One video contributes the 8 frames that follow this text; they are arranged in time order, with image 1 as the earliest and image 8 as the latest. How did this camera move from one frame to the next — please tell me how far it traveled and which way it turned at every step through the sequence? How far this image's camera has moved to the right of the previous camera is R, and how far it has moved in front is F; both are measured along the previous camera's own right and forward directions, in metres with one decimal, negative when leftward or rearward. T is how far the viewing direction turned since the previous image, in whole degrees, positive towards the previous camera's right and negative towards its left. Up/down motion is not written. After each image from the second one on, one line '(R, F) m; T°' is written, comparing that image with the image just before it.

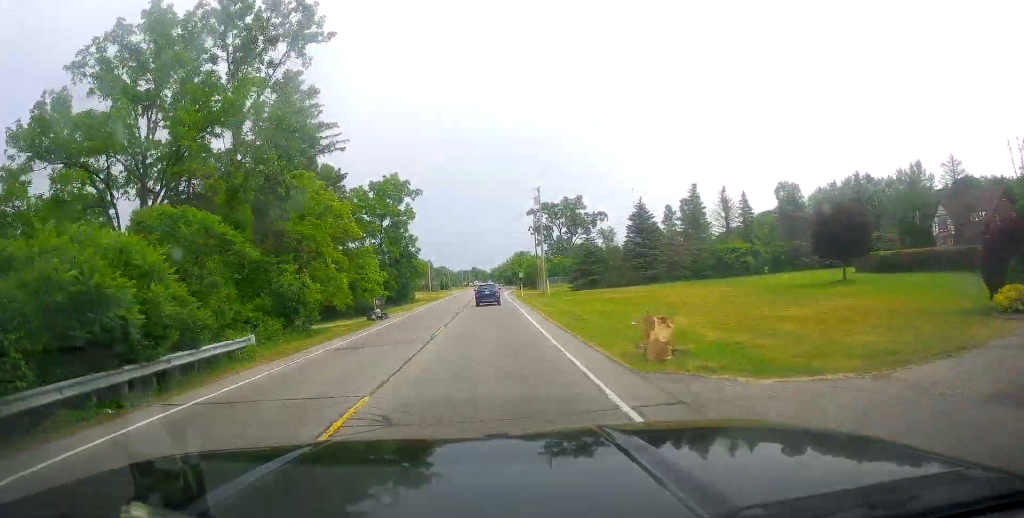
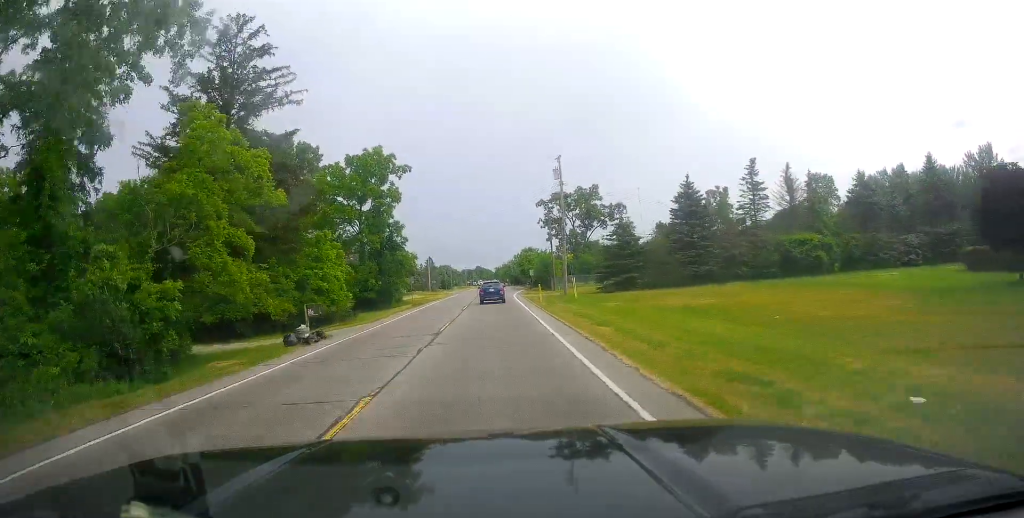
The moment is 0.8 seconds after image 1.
(-0.6, +15.6) m; 0°
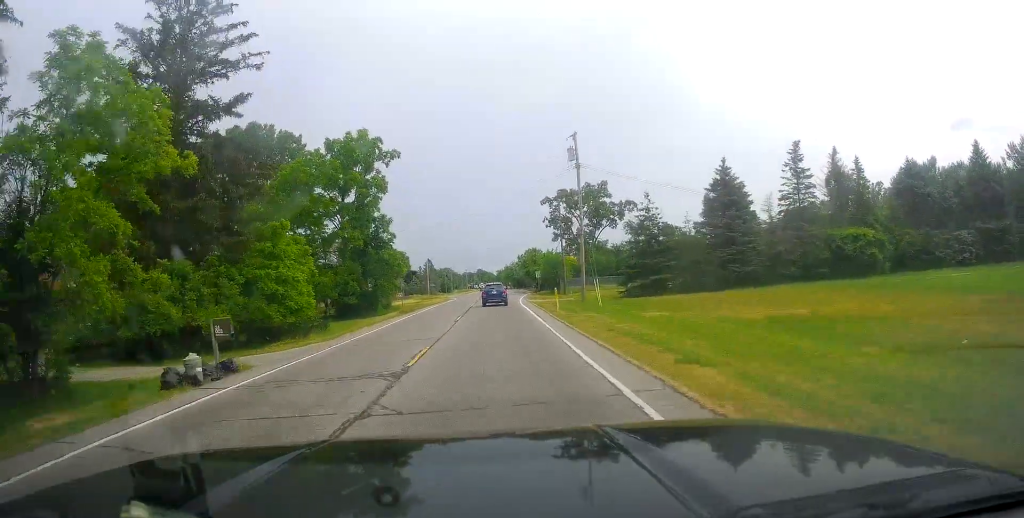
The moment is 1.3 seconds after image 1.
(+0.2, +8.6) m; +1°
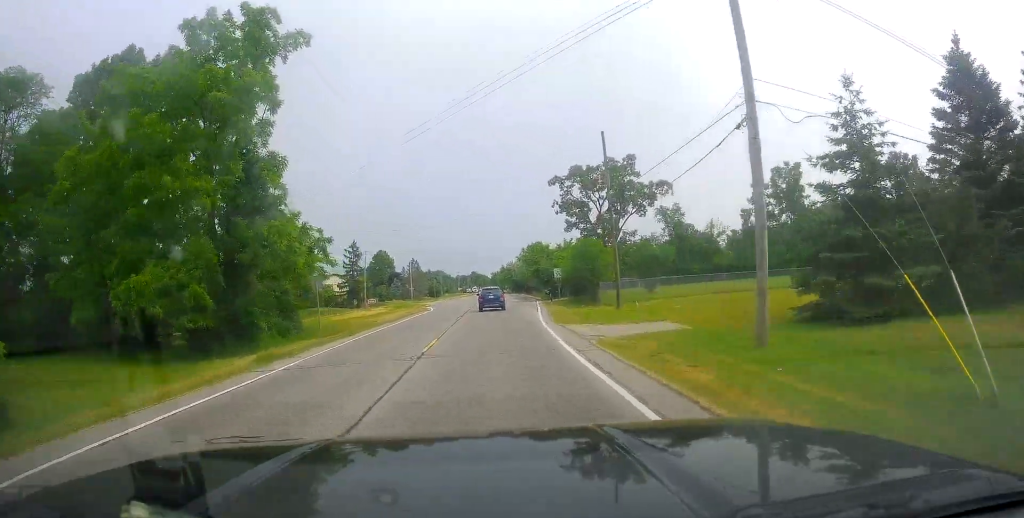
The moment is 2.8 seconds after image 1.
(+0.8, +27.3) m; +1°
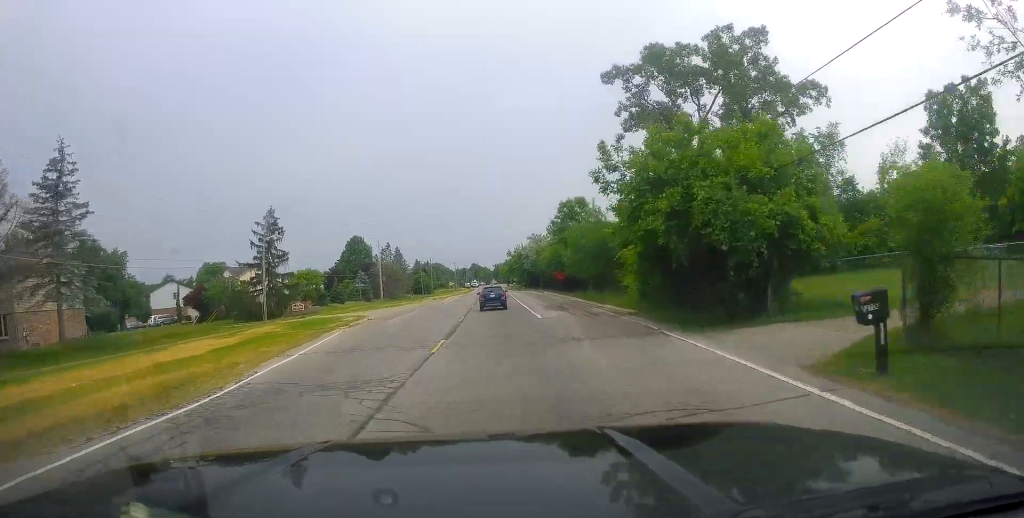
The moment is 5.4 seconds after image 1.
(-1.6, +46.4) m; -2°
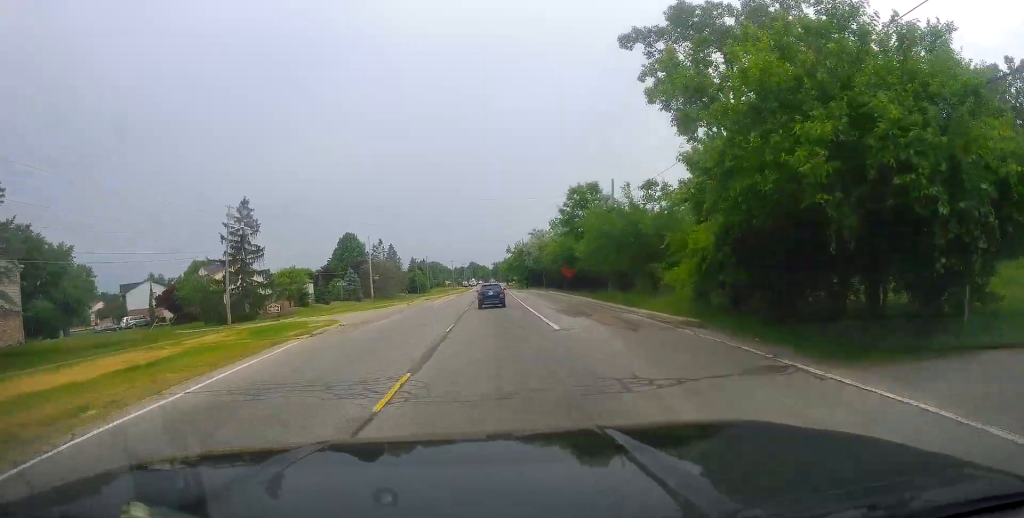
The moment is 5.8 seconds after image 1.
(+0.4, +7.9) m; 0°
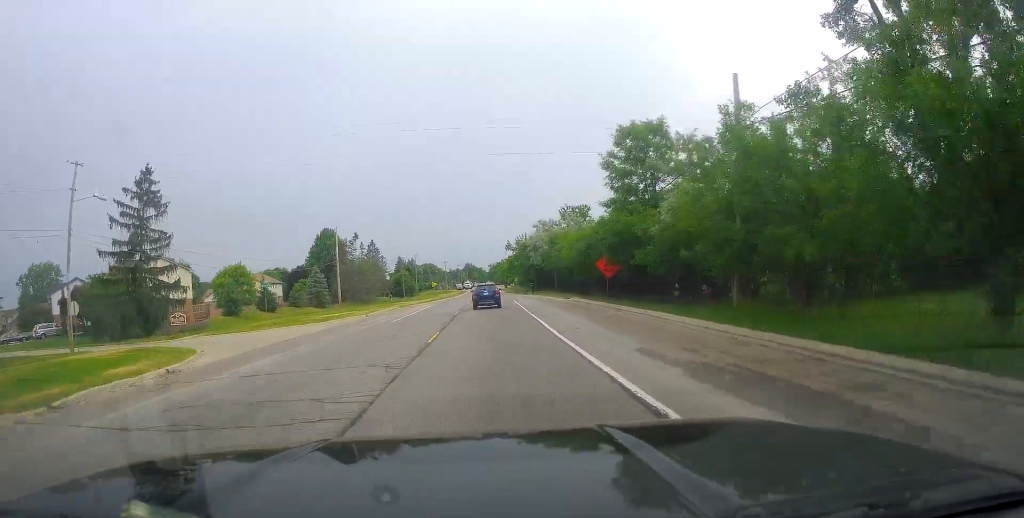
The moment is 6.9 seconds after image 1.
(-0.6, +20.1) m; 0°
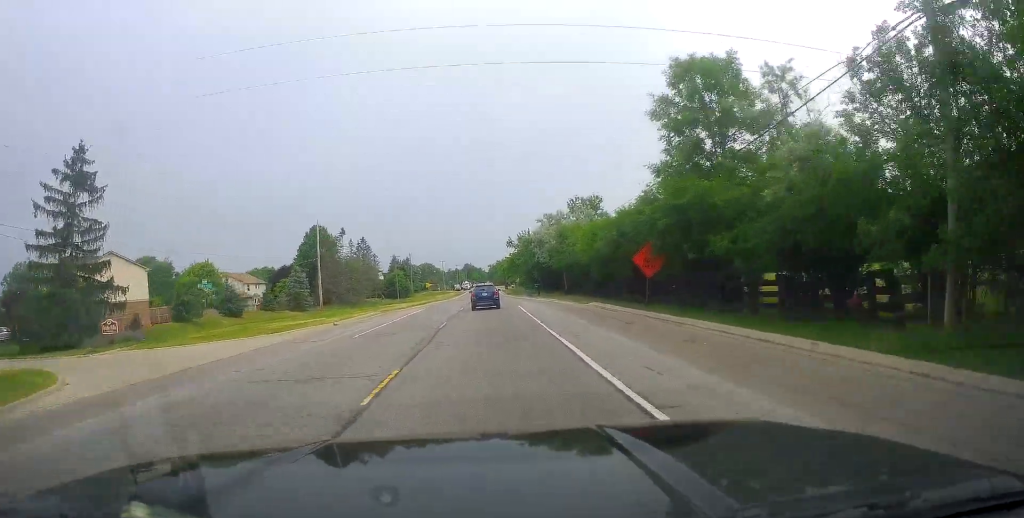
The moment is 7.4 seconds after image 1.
(+0.3, +9.3) m; +1°
